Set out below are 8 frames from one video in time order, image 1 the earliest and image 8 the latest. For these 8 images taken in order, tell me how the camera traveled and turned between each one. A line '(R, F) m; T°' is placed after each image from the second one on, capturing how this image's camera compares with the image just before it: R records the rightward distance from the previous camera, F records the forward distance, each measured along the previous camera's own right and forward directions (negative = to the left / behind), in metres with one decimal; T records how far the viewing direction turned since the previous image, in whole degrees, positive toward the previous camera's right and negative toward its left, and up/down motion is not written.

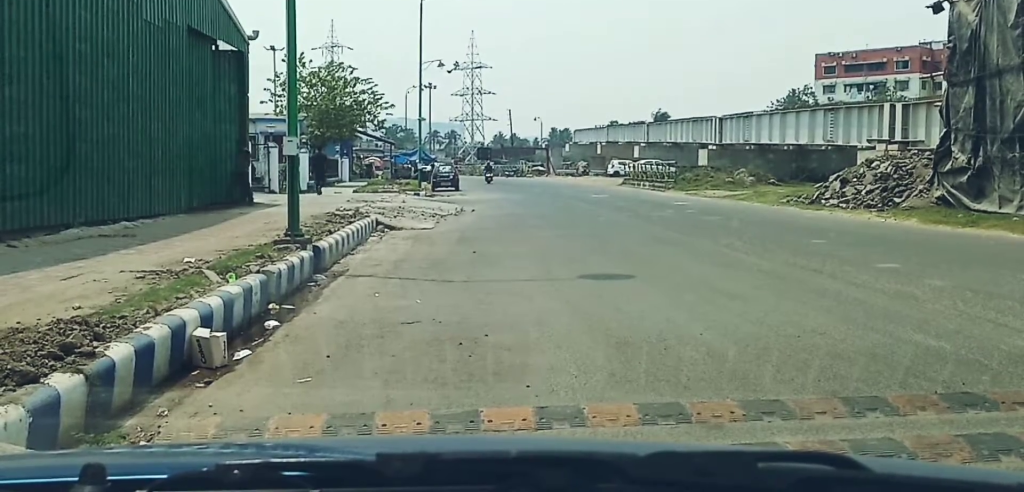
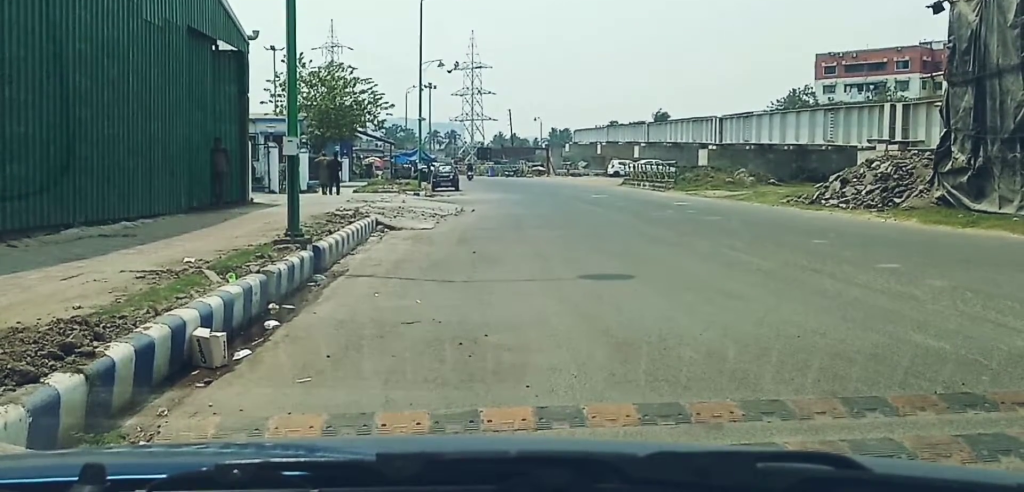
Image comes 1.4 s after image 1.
(0.0, 0.0) m; 0°
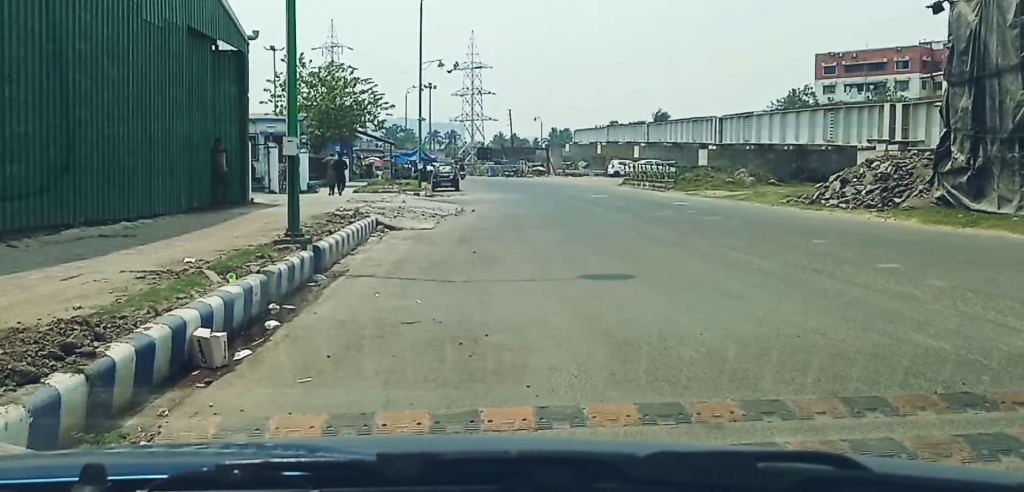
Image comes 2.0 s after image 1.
(0.0, 0.0) m; 0°
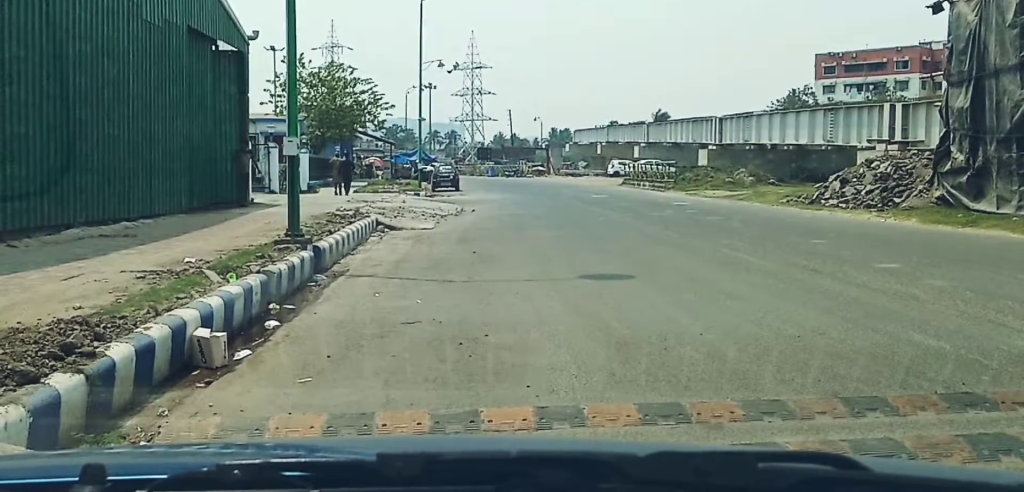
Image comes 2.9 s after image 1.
(0.0, 0.0) m; 0°
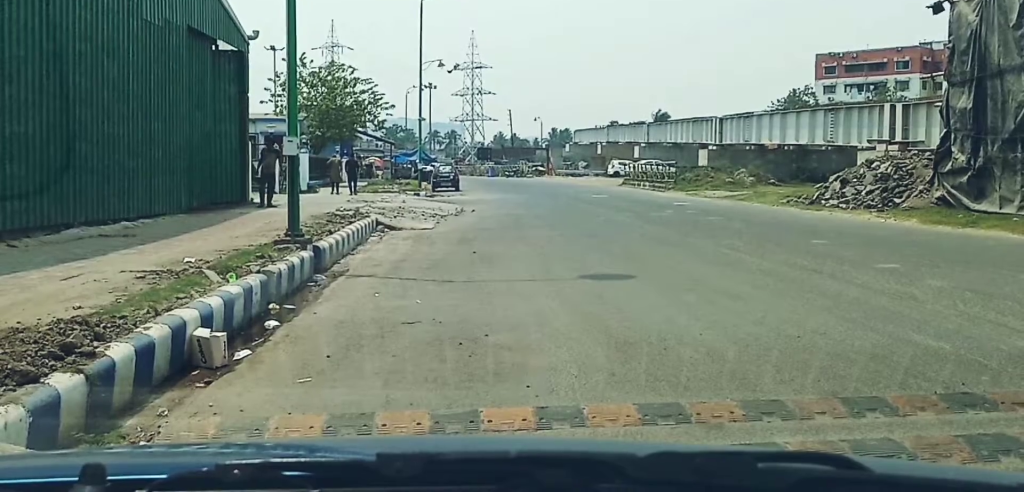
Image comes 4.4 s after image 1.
(0.0, 0.0) m; 0°
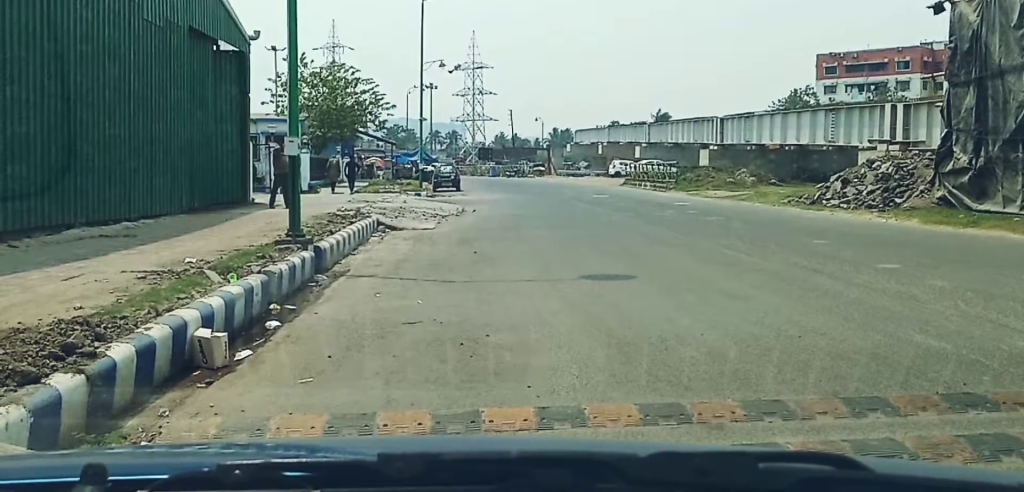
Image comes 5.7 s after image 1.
(0.0, 0.0) m; 0°
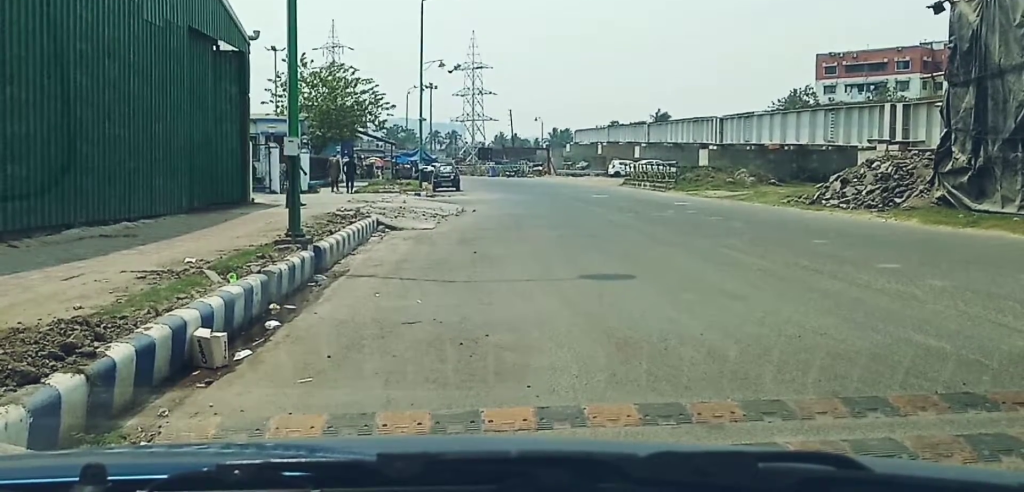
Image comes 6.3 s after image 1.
(0.0, 0.0) m; 0°
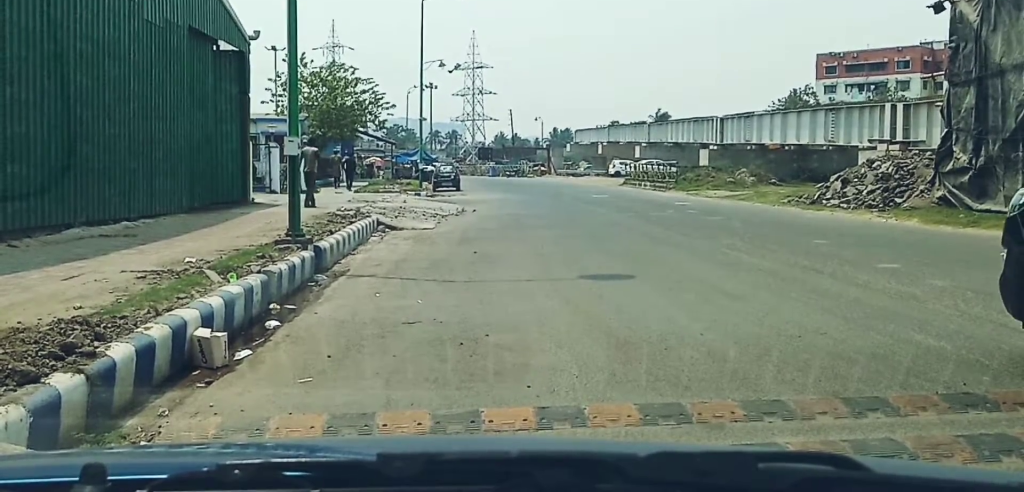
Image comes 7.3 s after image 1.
(0.0, 0.0) m; 0°
